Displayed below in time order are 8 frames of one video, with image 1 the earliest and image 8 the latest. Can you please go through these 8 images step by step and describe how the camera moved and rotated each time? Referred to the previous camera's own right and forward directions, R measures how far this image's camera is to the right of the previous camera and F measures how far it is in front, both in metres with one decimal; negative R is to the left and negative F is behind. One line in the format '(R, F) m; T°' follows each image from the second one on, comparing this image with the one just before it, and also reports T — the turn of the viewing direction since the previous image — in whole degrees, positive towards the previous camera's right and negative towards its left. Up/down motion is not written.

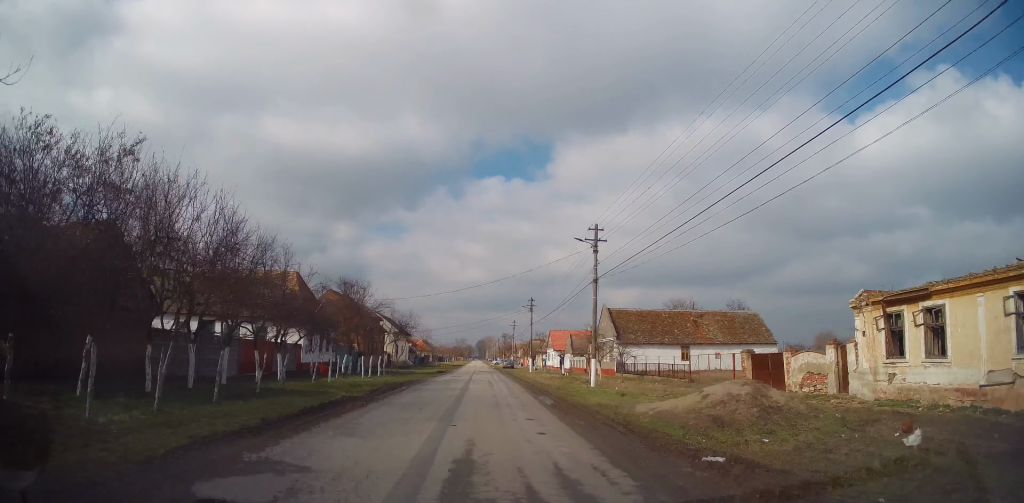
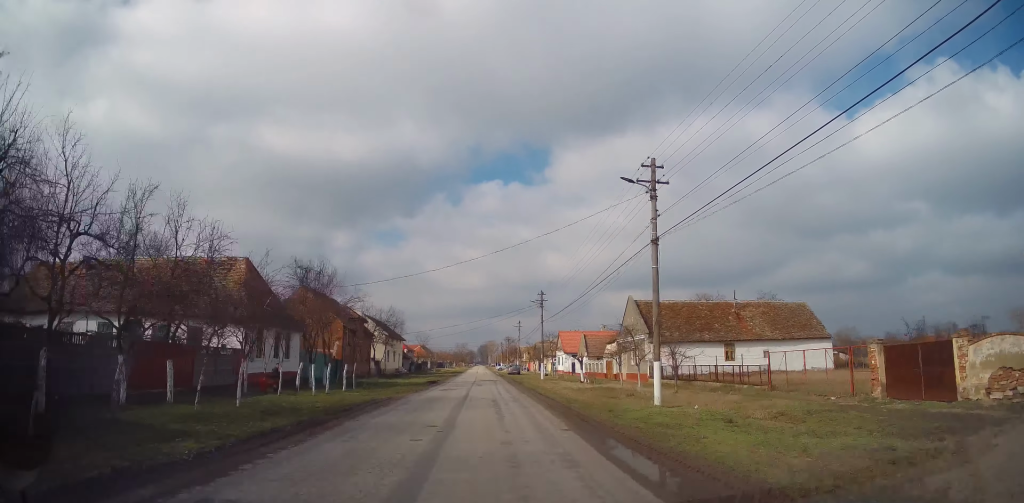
(+0.4, +9.6) m; +2°
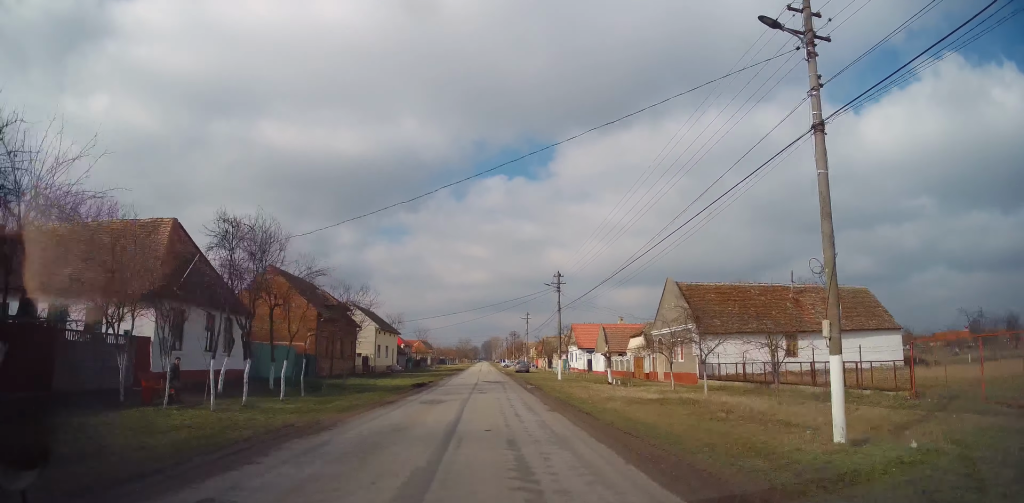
(0.0, +9.1) m; -1°
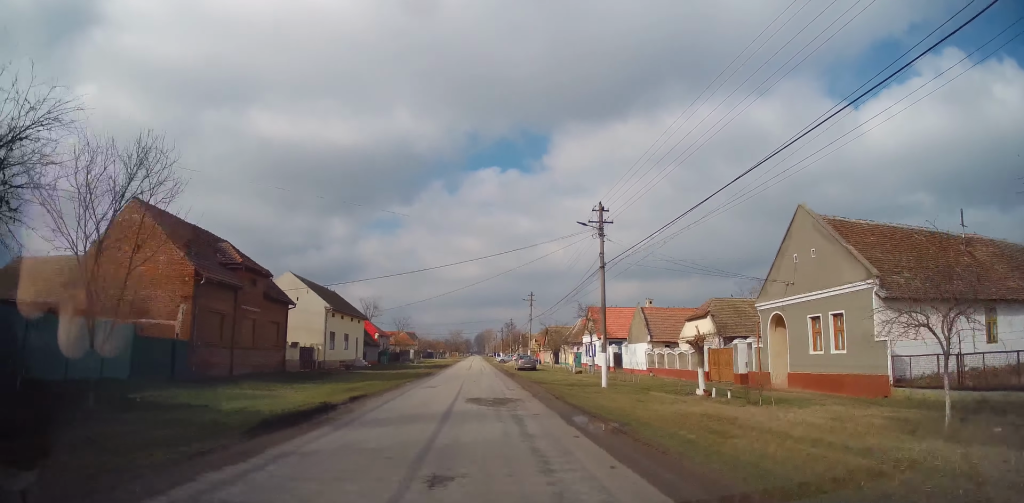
(-0.3, +17.3) m; 0°
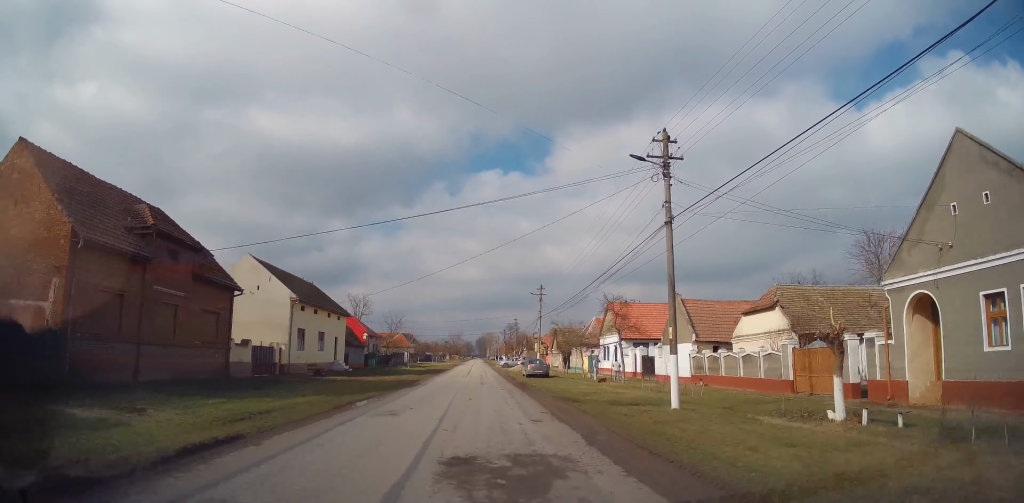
(+0.2, +8.6) m; 0°
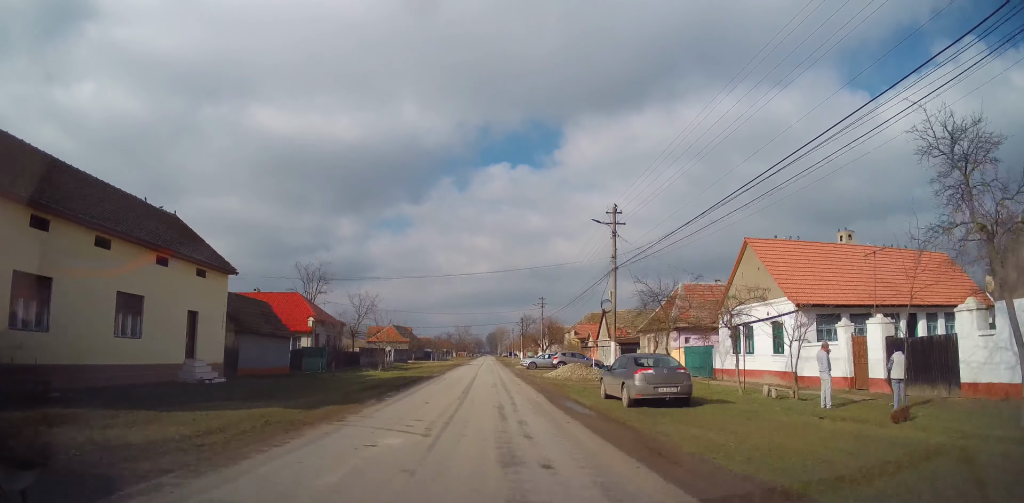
(-0.5, +26.5) m; 0°
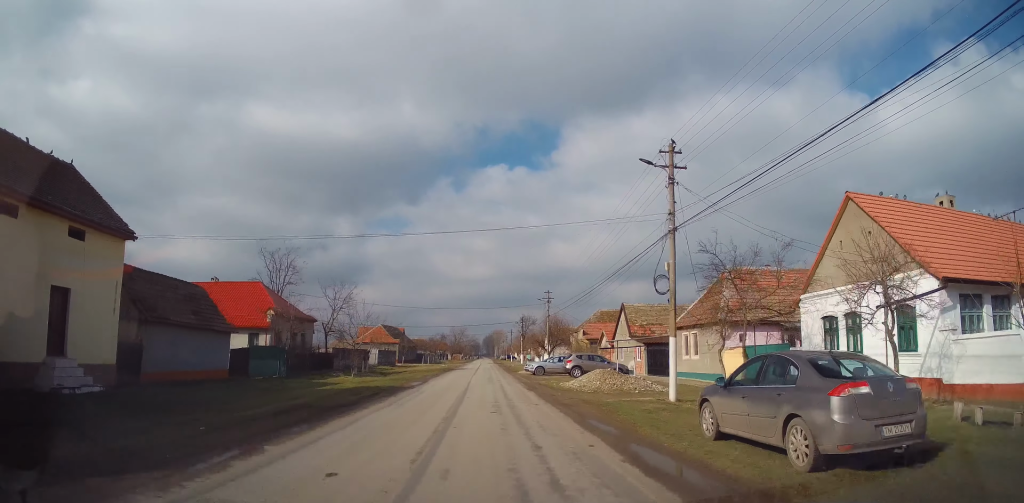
(+0.2, +8.4) m; 0°
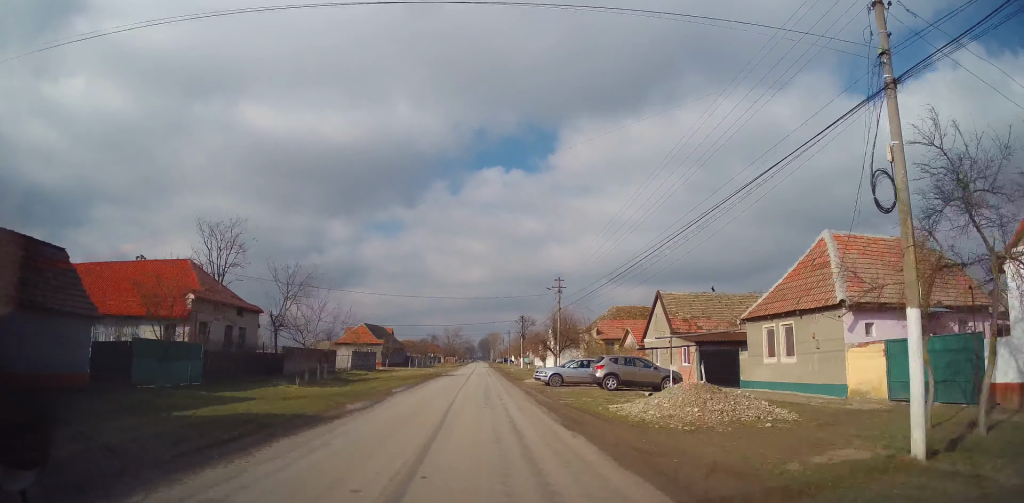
(0.0, +10.5) m; -1°
